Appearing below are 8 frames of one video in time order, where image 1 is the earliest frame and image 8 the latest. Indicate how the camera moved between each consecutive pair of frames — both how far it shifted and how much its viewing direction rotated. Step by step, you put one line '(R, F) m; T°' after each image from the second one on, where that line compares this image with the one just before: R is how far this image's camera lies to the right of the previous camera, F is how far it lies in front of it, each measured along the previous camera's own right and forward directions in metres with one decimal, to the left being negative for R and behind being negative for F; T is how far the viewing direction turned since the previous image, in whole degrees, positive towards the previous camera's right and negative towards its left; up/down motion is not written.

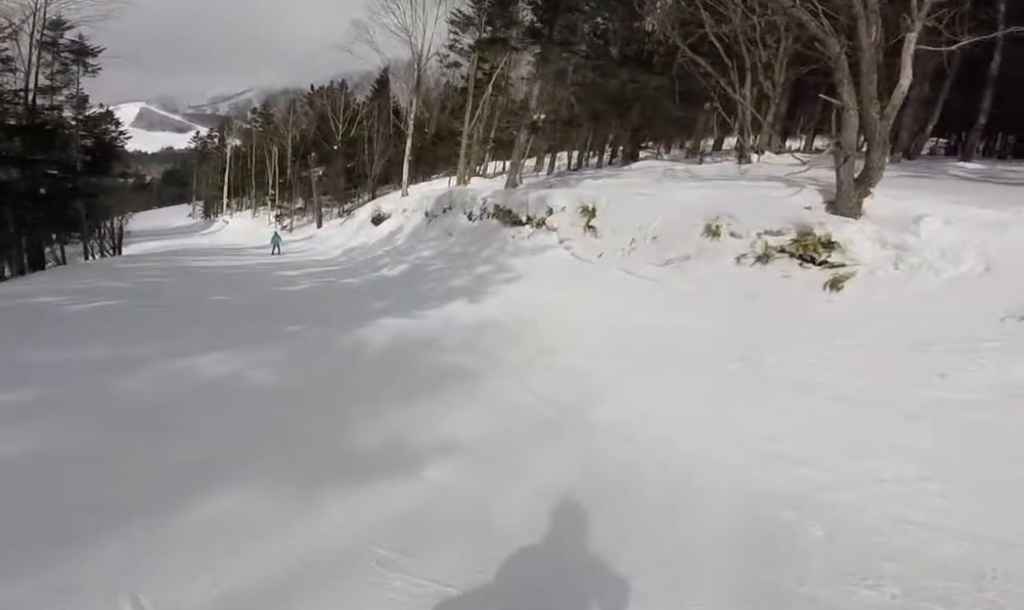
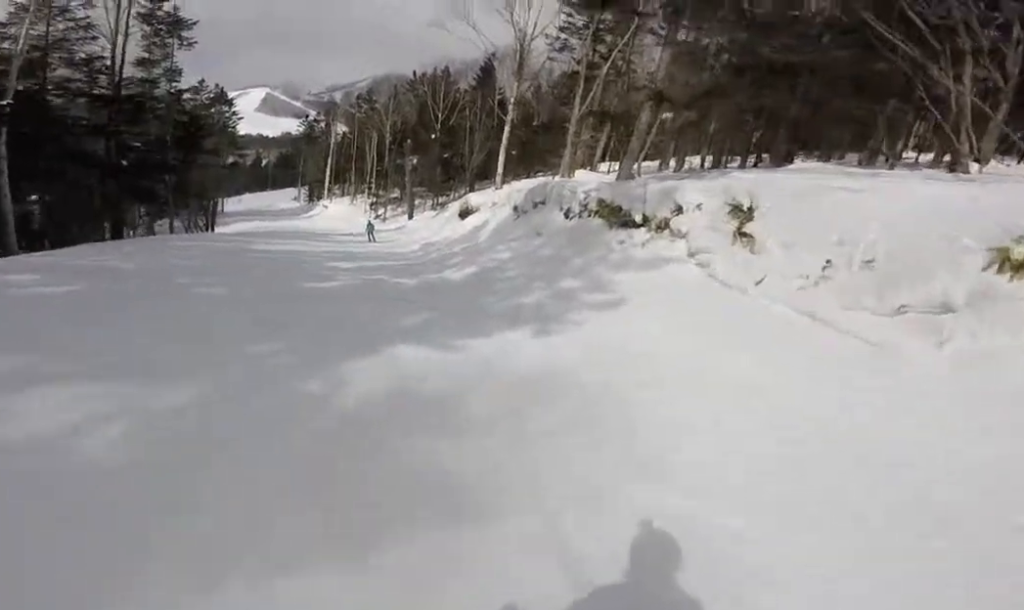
(+0.2, +3.0) m; -4°
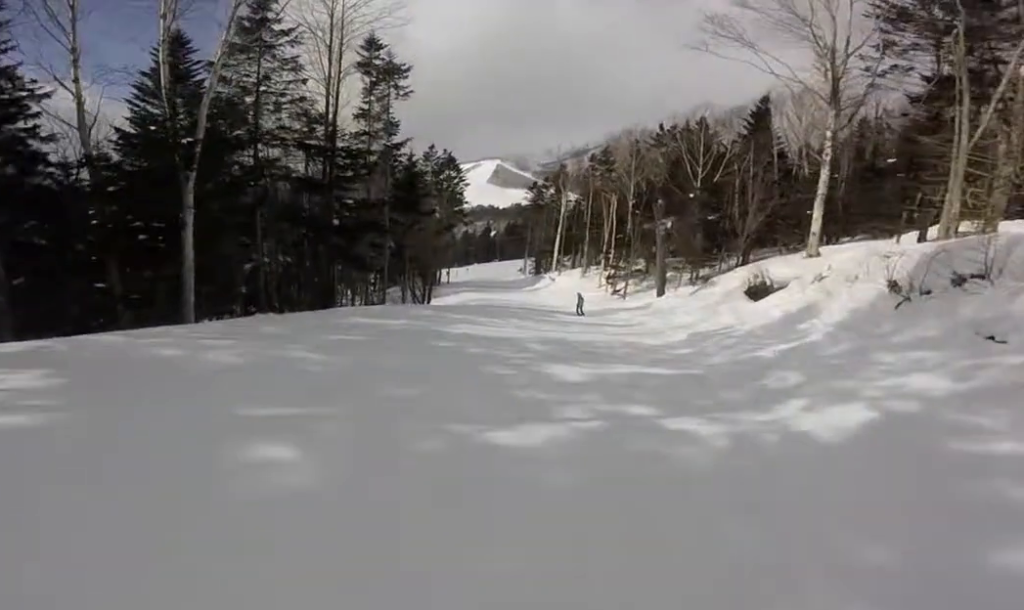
(-1.3, +5.6) m; -3°
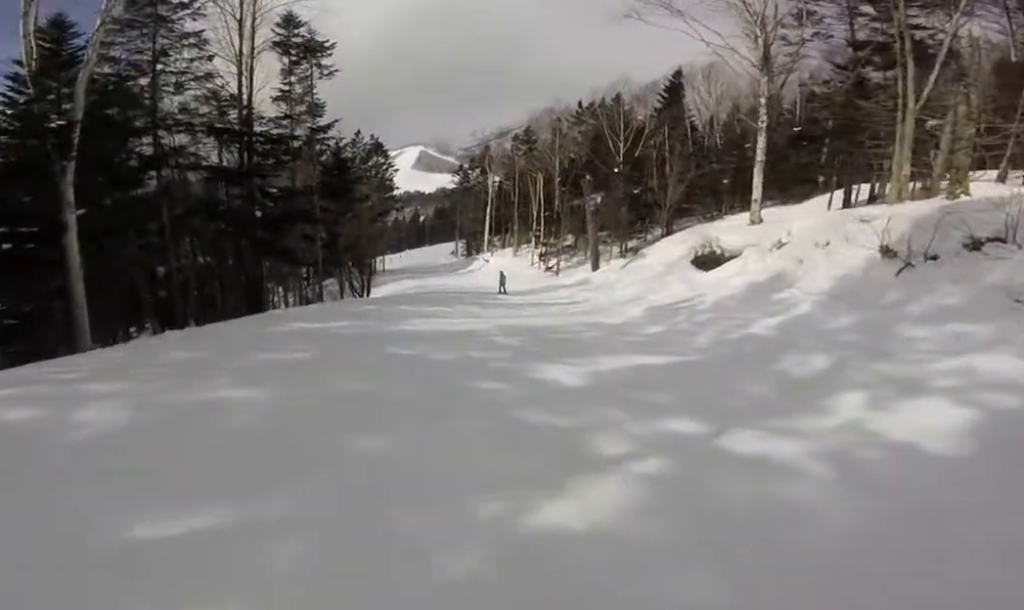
(-0.4, +2.0) m; +9°
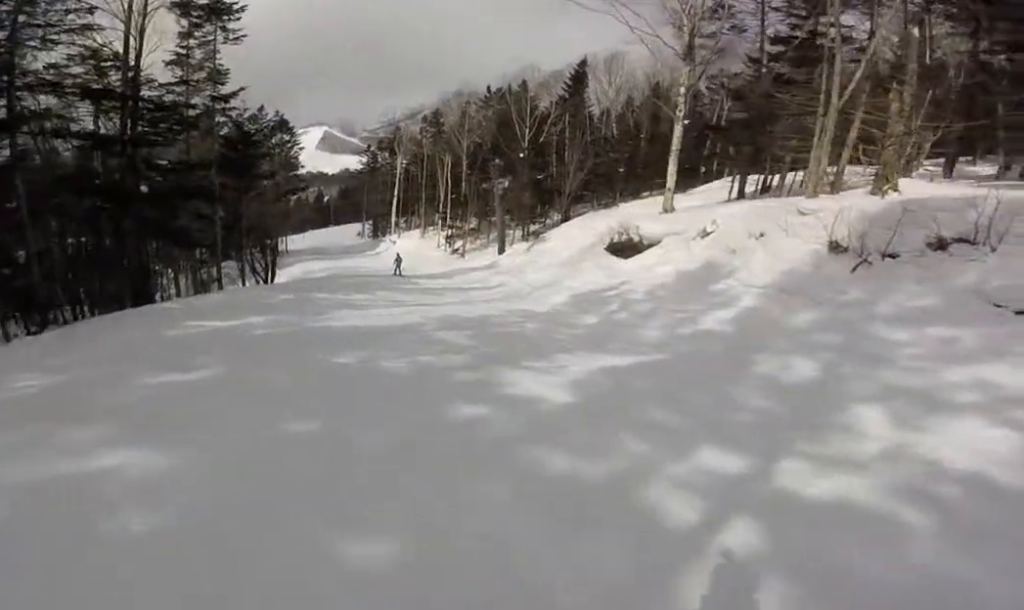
(+0.5, +1.7) m; +9°
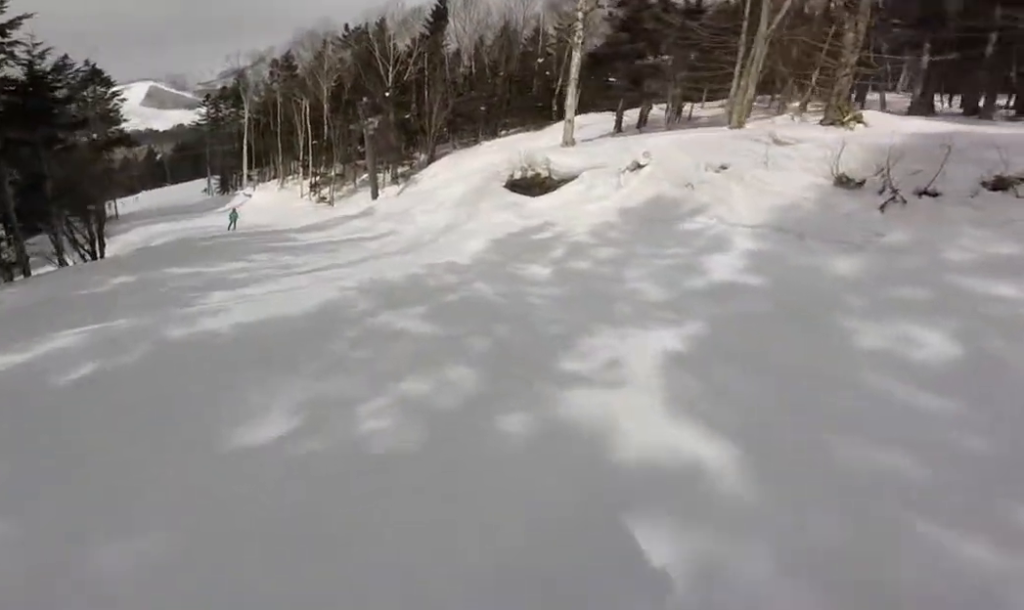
(+0.9, +3.5) m; +11°
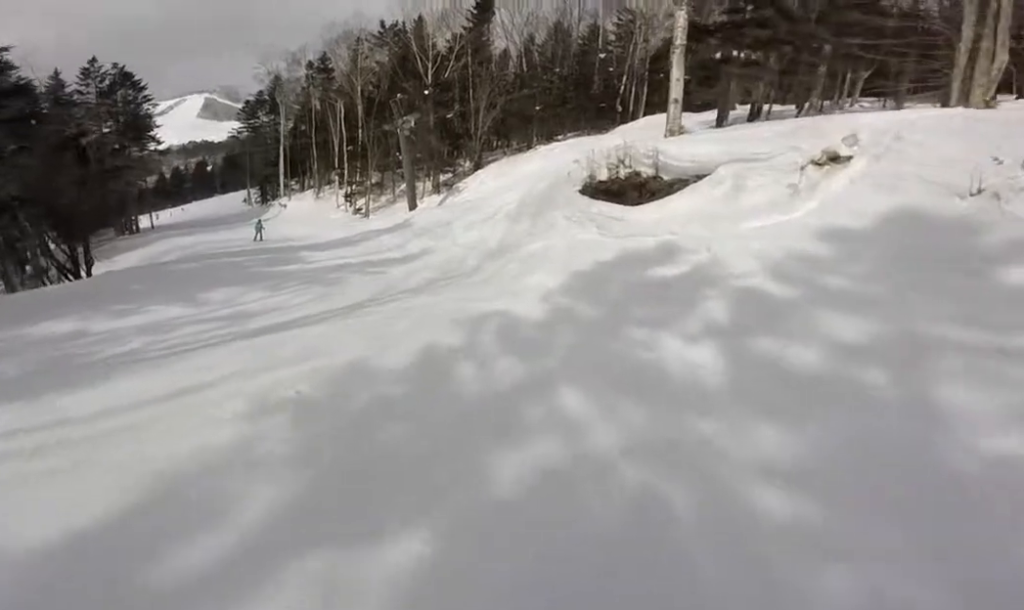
(-0.6, +4.7) m; -23°
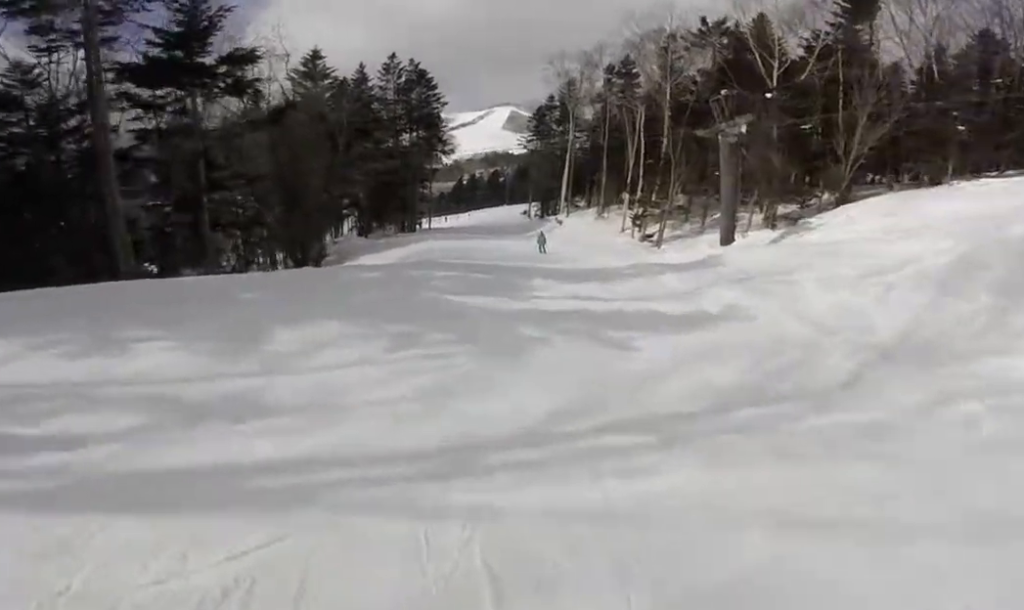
(-1.2, +4.6) m; -14°
